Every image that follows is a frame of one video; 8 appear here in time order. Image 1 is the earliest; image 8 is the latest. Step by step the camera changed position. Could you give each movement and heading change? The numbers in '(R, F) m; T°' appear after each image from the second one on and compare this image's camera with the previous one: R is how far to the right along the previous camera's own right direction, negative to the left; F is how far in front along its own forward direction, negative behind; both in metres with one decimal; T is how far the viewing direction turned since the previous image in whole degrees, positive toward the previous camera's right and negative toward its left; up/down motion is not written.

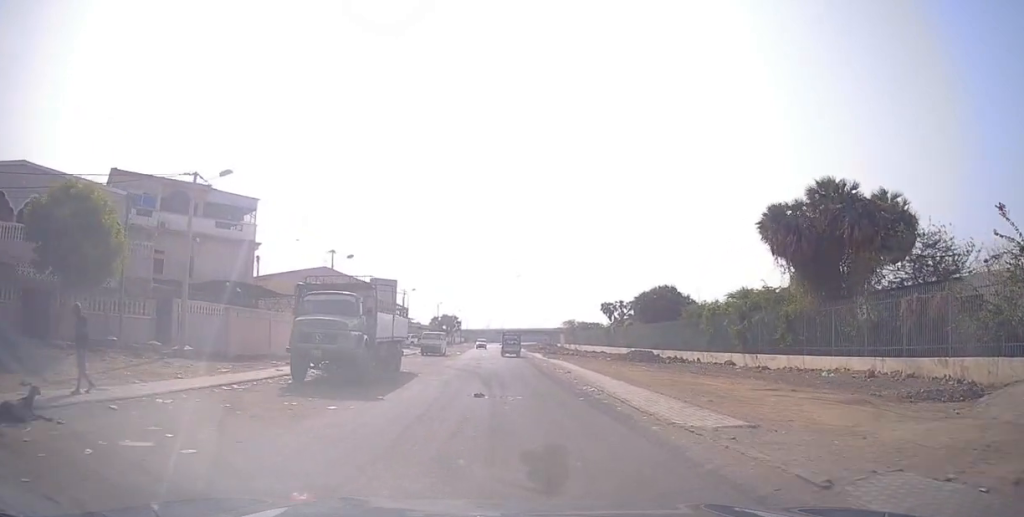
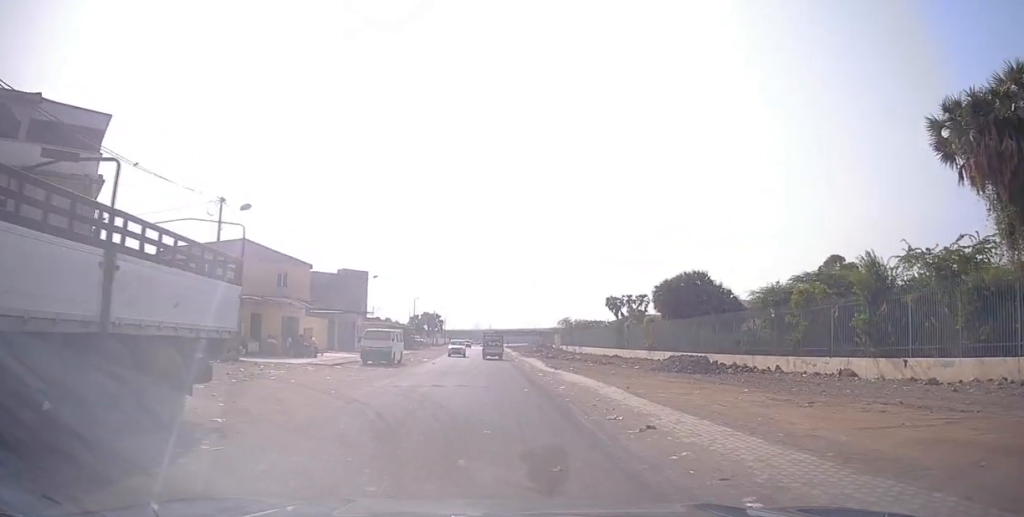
(+0.7, +15.7) m; +2°
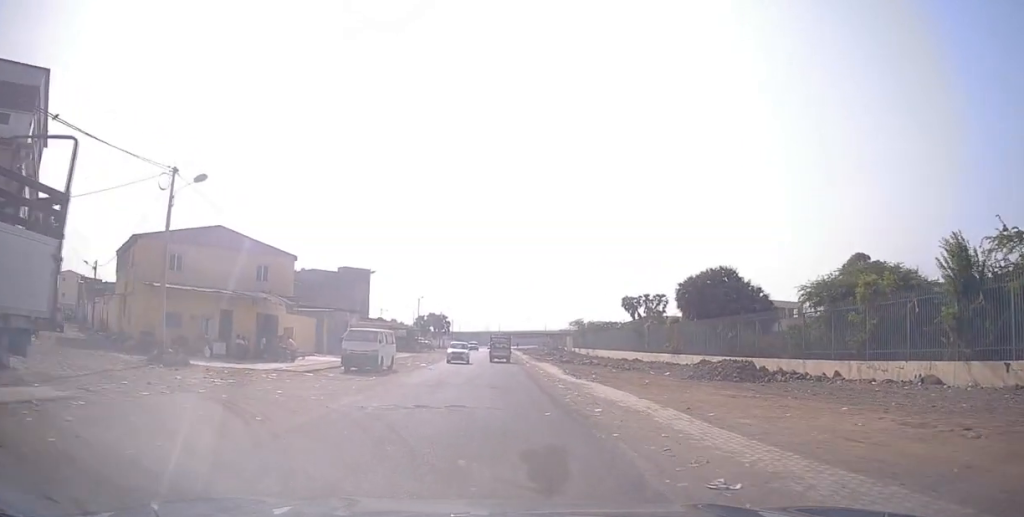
(0.0, +4.8) m; 0°
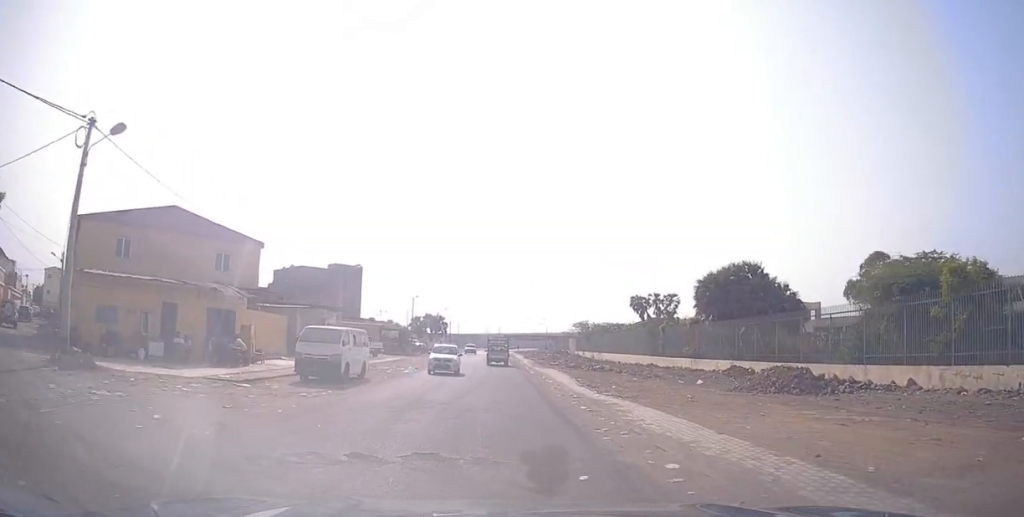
(0.0, +5.4) m; 0°
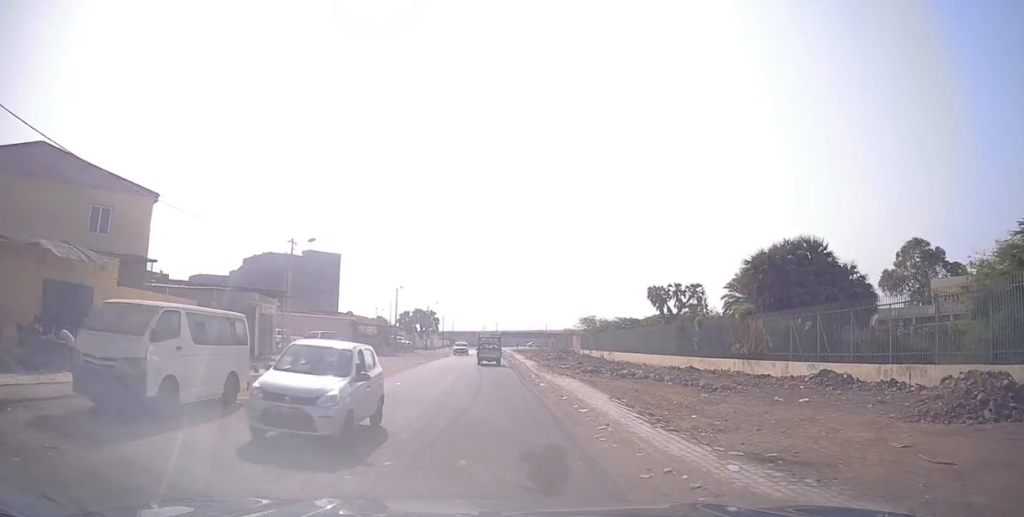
(0.0, +11.3) m; 0°
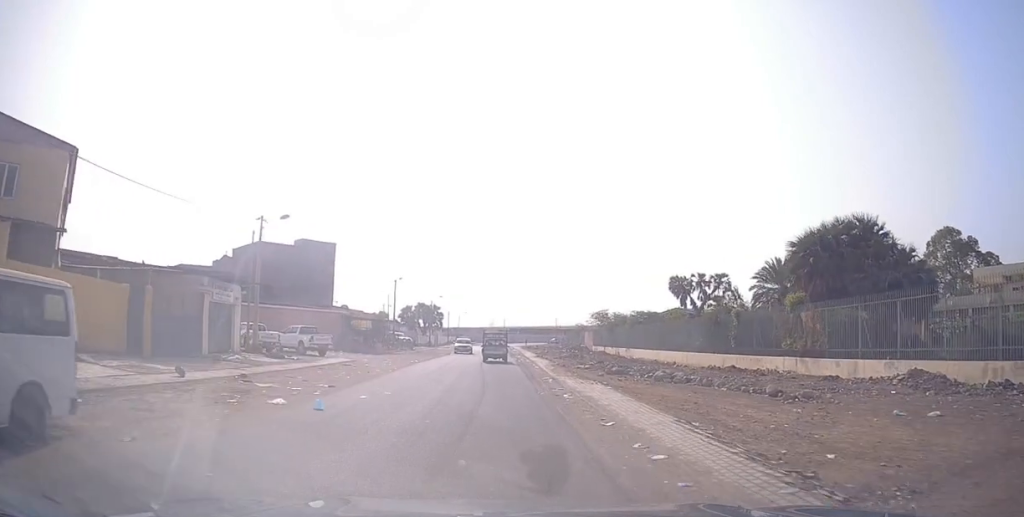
(0.0, +5.8) m; -1°
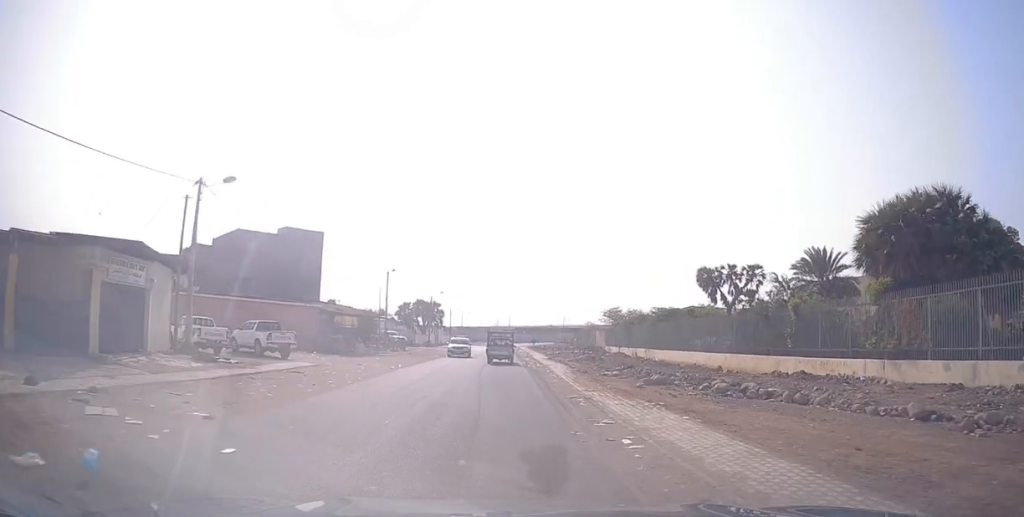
(-0.1, +7.4) m; -1°
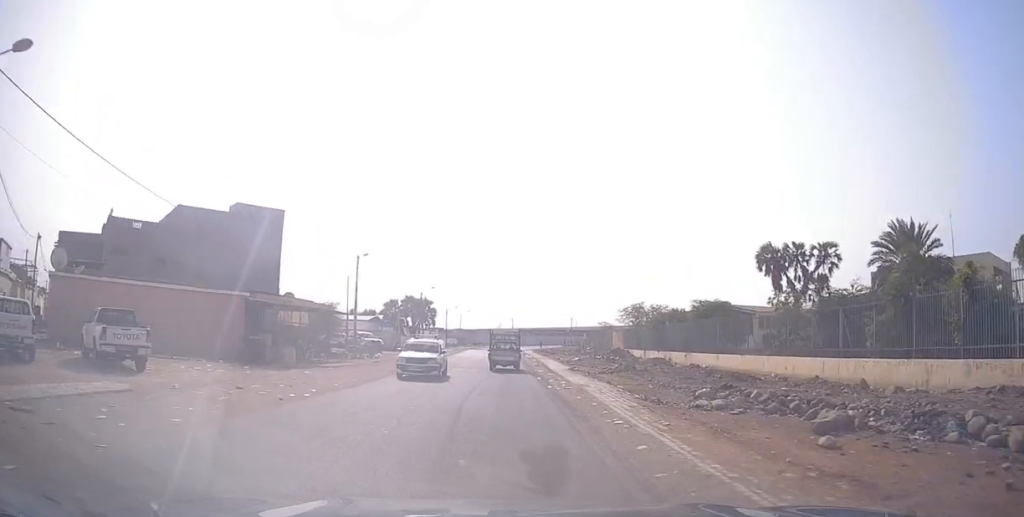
(-0.2, +15.0) m; 0°
